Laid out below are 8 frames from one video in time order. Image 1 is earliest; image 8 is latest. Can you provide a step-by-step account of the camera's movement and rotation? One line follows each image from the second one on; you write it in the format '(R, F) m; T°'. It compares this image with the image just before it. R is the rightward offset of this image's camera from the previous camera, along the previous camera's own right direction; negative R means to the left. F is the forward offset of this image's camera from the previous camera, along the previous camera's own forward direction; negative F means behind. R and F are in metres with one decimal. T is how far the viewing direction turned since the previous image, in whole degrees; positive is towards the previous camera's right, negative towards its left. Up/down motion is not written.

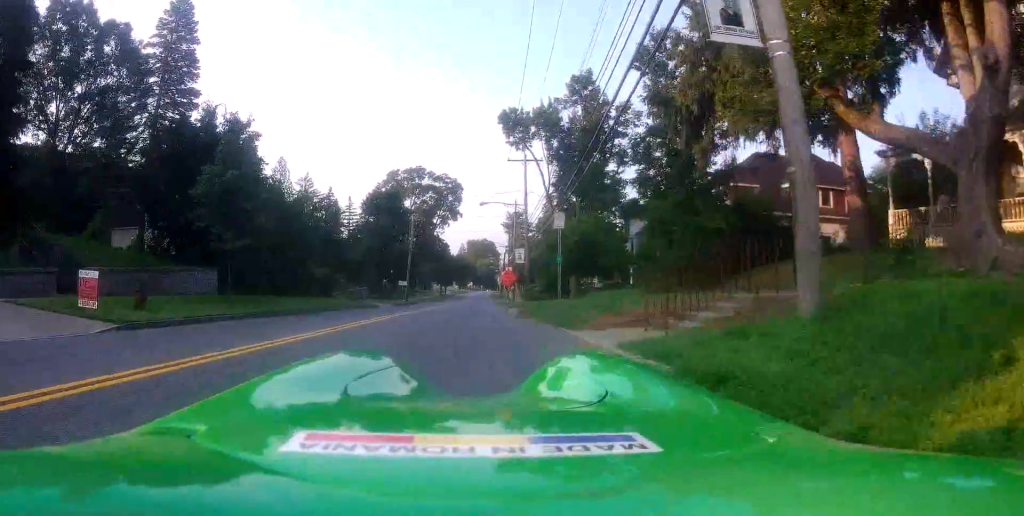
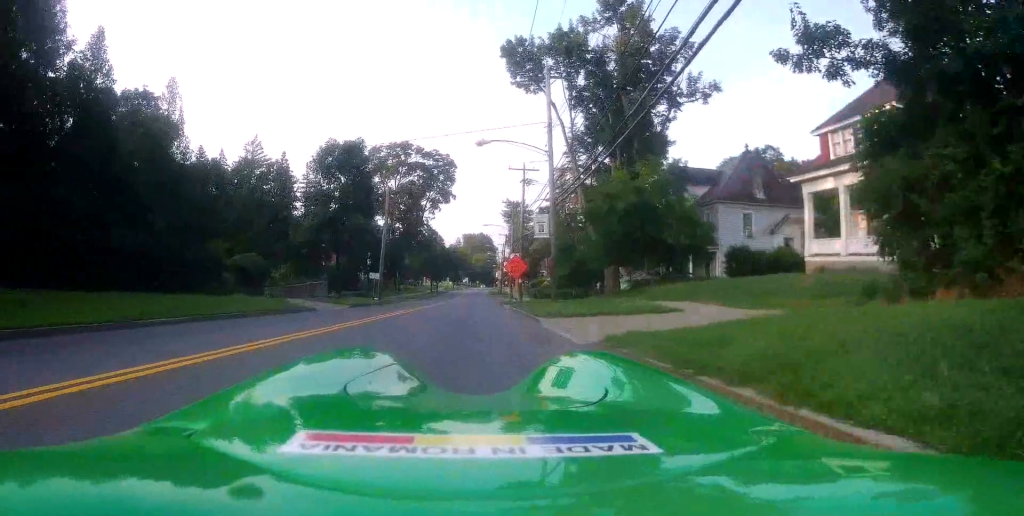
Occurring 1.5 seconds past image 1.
(0.0, +15.2) m; 0°
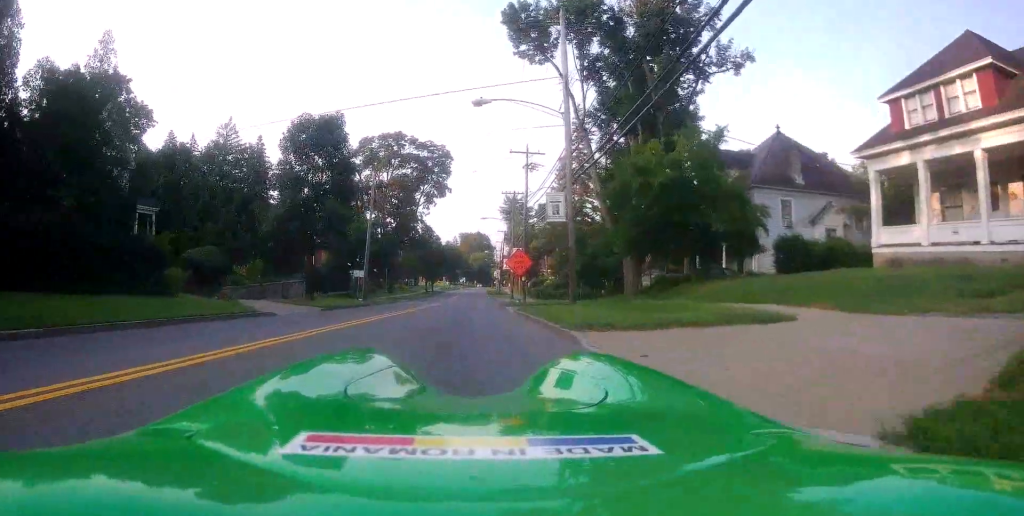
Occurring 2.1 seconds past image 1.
(0.0, +5.5) m; 0°
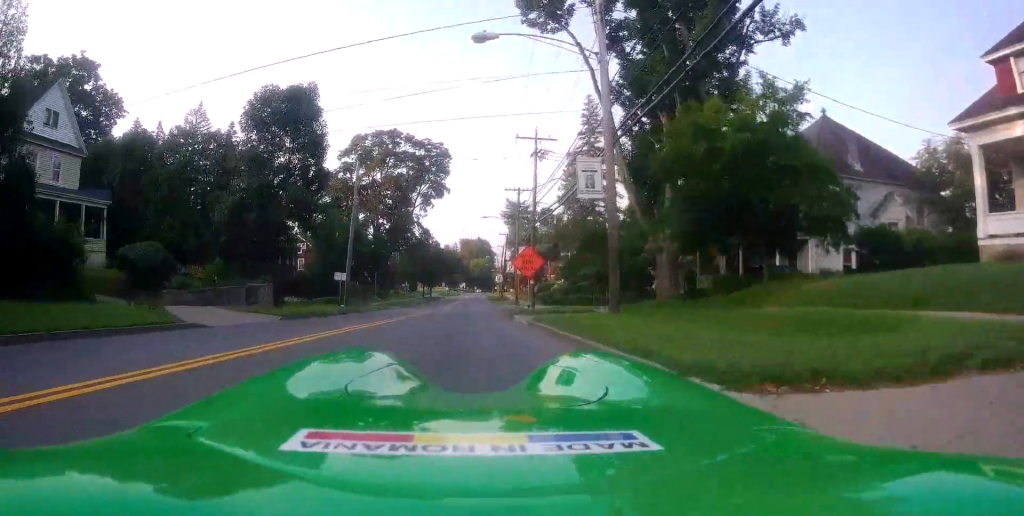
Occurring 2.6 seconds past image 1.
(0.0, +5.5) m; 0°
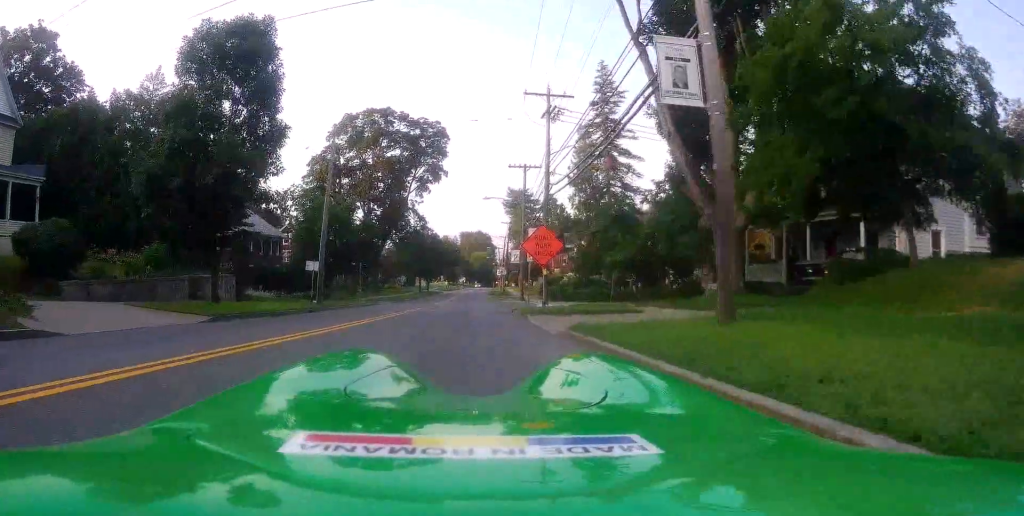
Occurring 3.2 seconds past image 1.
(0.0, +6.6) m; 0°
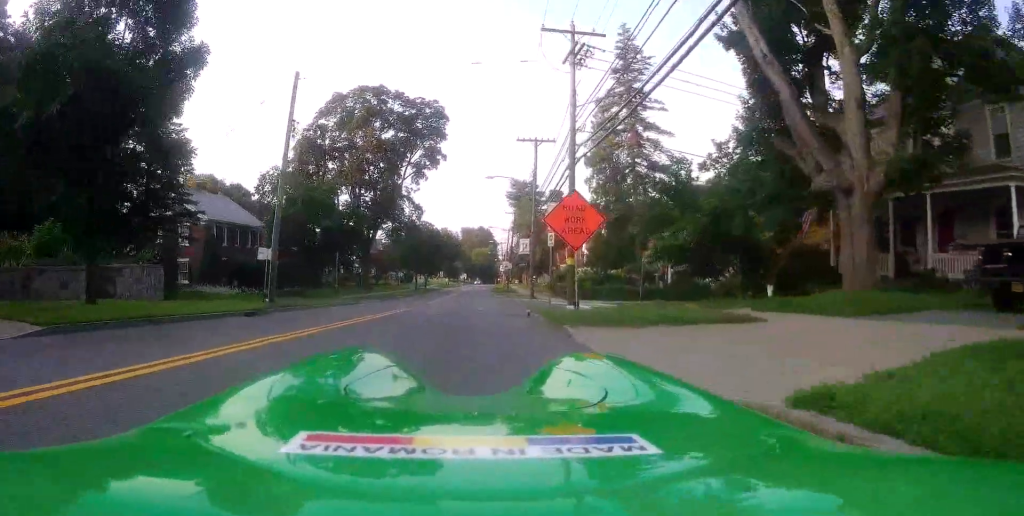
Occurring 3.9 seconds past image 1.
(0.0, +7.2) m; +1°
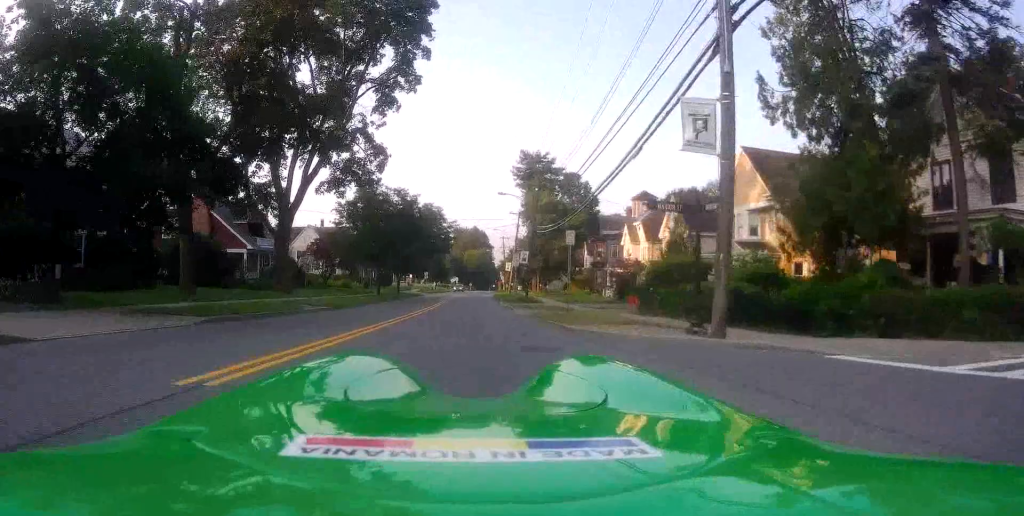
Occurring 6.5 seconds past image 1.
(+0.4, +29.1) m; +1°
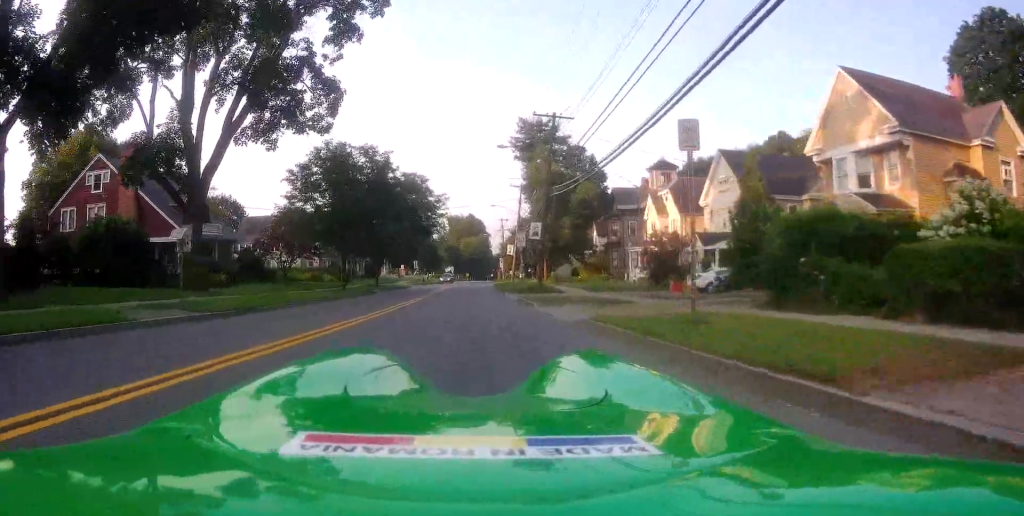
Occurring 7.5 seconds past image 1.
(+0.4, +12.1) m; +2°
